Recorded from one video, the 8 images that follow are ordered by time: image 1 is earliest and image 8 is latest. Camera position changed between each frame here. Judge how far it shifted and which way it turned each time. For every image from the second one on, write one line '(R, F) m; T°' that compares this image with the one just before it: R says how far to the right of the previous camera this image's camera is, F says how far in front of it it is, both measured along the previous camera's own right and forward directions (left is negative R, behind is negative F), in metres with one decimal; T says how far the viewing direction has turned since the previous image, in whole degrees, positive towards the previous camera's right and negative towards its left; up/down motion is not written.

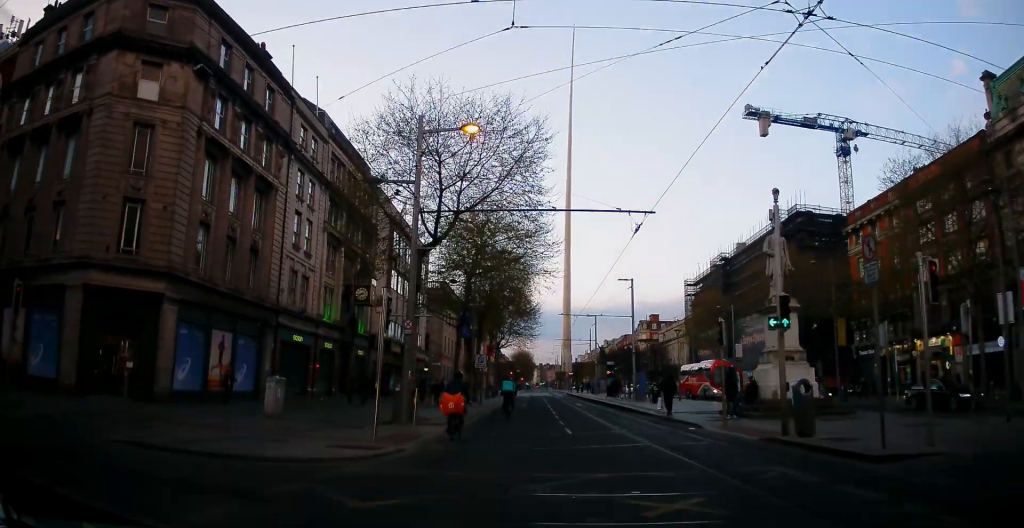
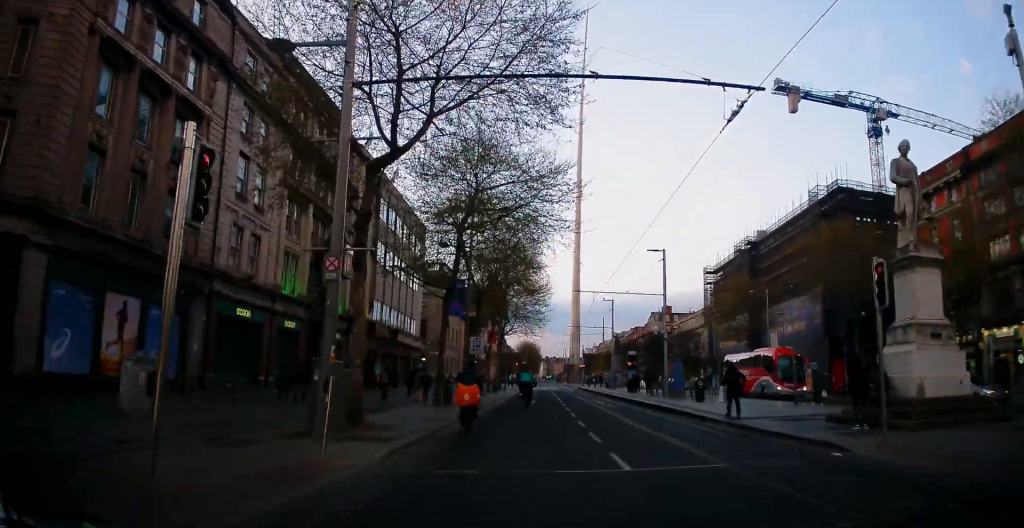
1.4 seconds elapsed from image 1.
(+0.2, +7.5) m; 0°
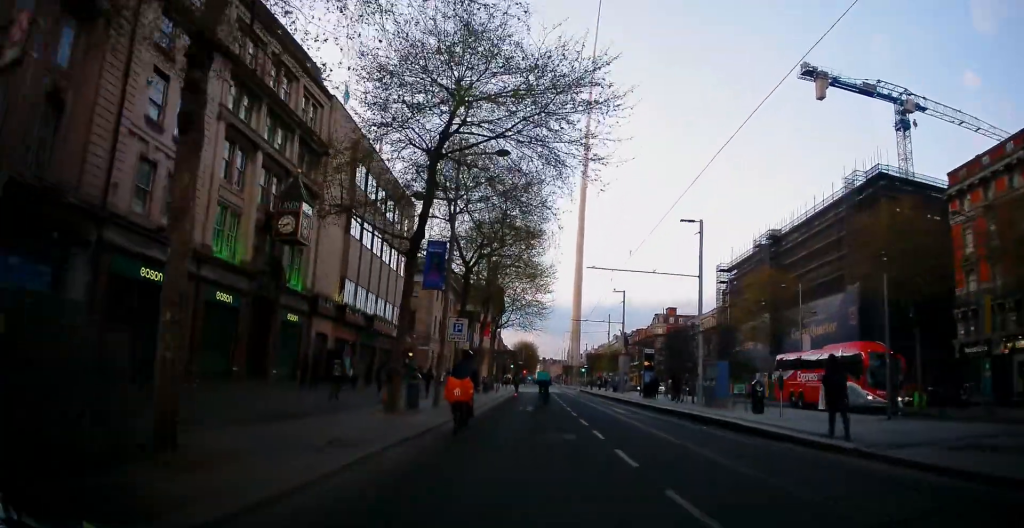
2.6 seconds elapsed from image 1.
(-0.3, +7.1) m; -1°
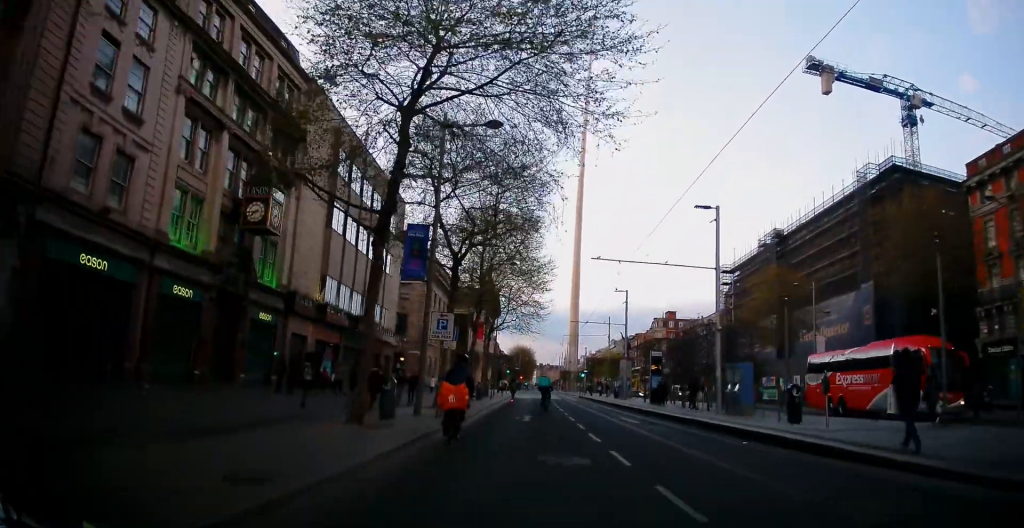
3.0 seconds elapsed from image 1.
(+0.1, +3.4) m; +2°
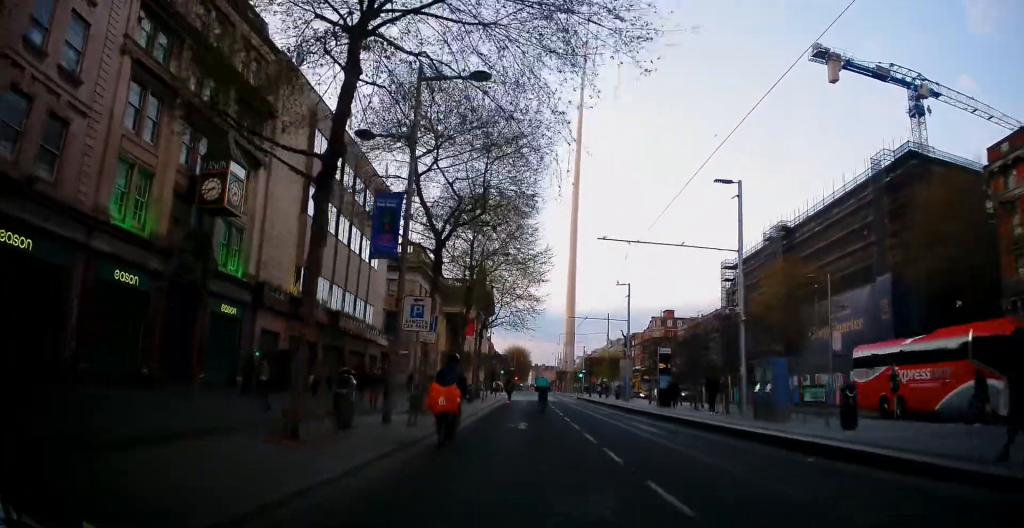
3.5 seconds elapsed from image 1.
(0.0, +3.4) m; +2°
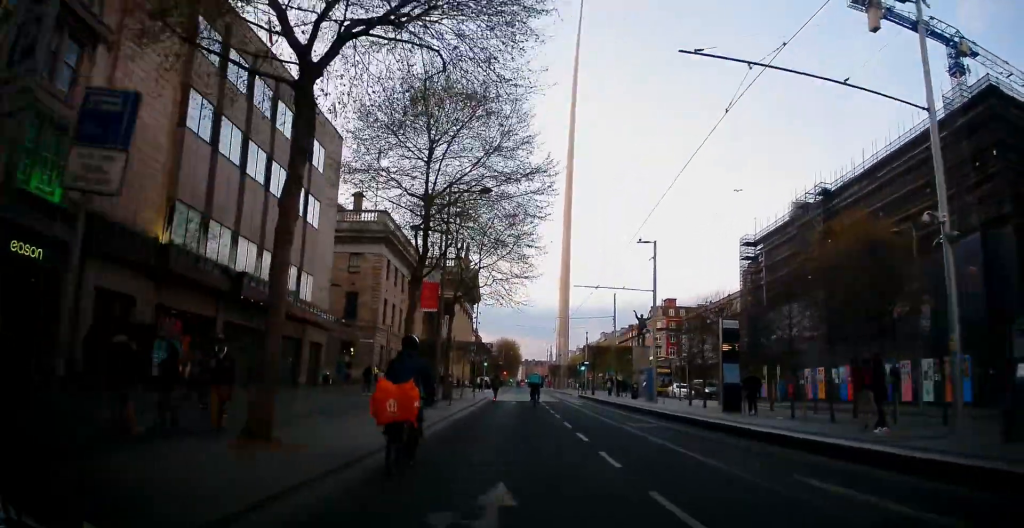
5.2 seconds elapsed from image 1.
(+0.2, +12.6) m; -2°
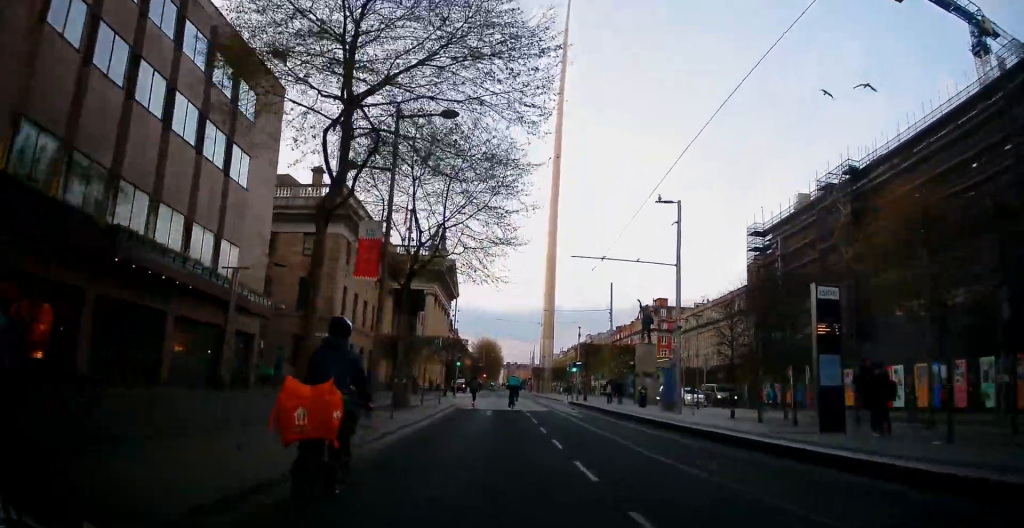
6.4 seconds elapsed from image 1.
(-0.2, +8.6) m; 0°
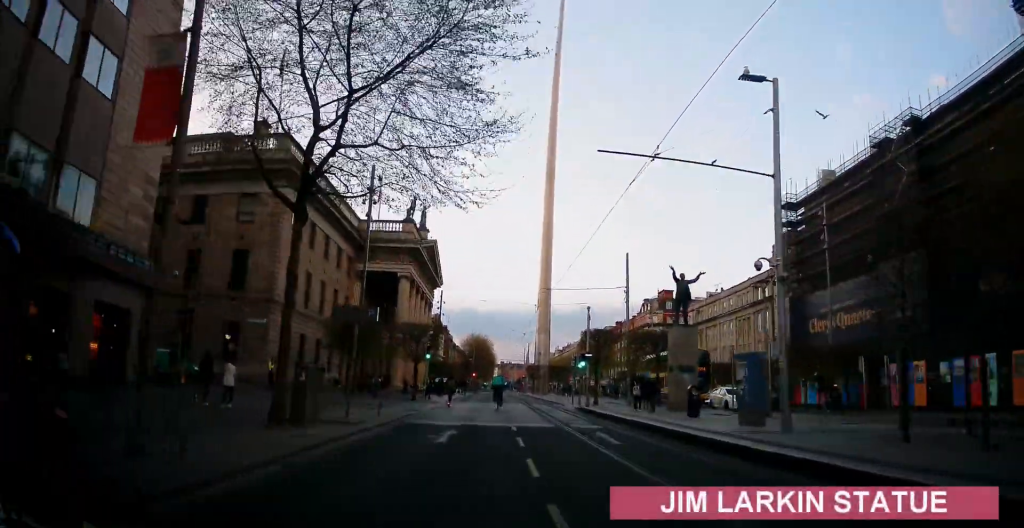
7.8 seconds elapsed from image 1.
(+0.2, +10.8) m; 0°
